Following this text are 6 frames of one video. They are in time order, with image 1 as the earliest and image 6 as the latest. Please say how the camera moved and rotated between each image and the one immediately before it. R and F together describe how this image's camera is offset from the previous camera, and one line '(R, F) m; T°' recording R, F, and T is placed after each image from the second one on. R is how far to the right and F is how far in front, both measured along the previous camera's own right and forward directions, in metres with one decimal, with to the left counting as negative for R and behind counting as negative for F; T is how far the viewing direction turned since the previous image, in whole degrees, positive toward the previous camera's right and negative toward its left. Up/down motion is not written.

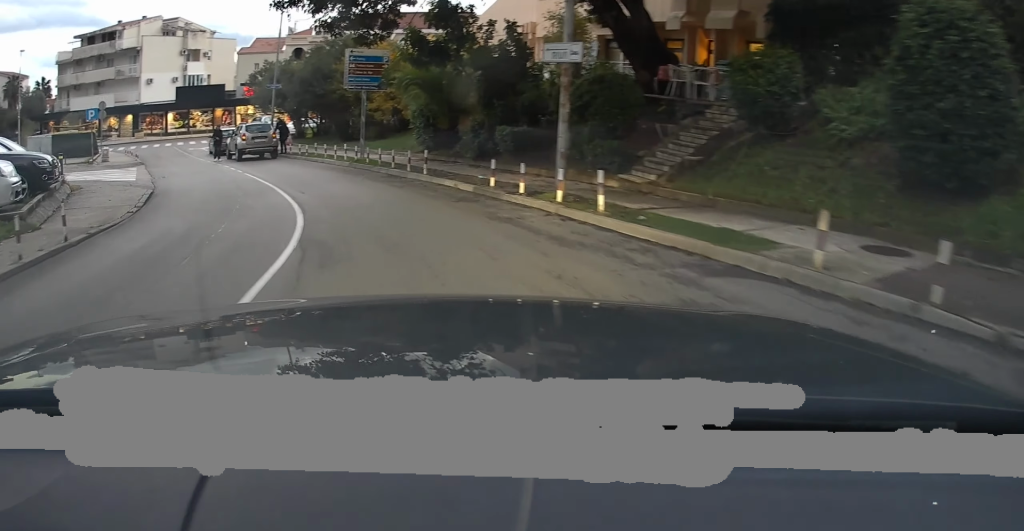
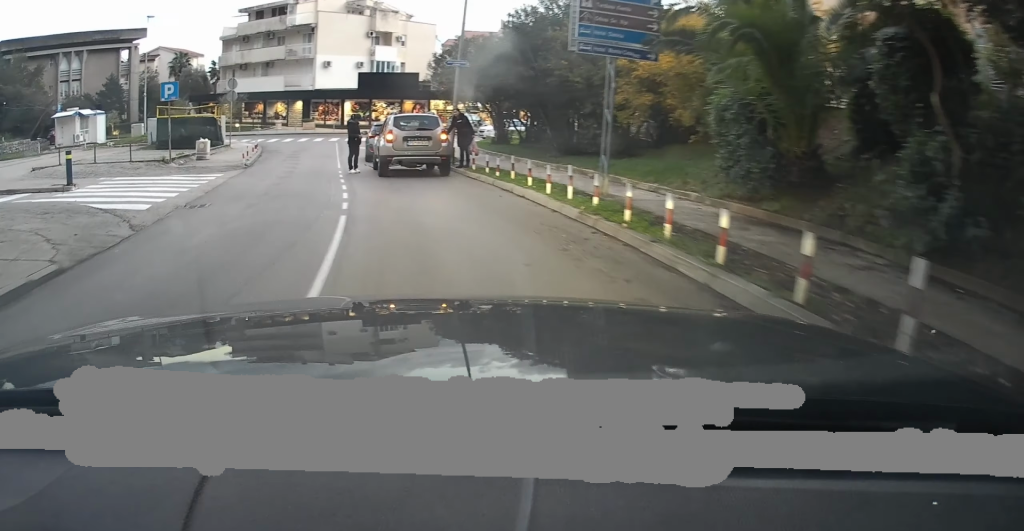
(-1.9, +11.9) m; -17°
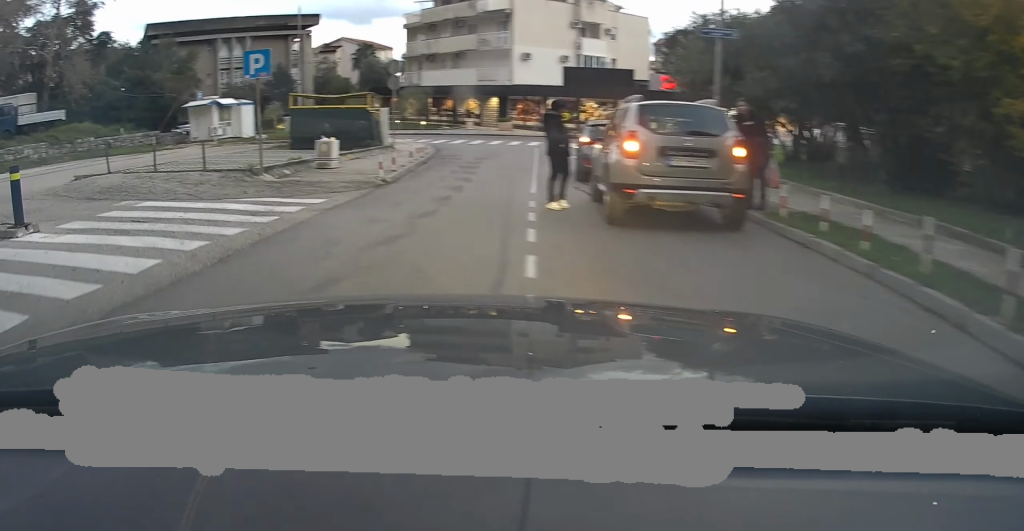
(-0.9, +8.5) m; -19°
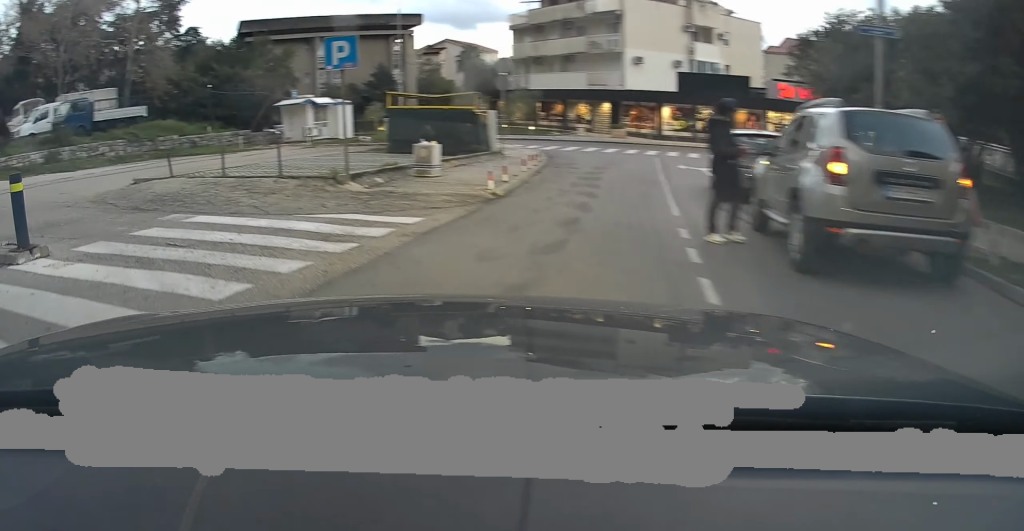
(0.0, +2.4) m; -9°
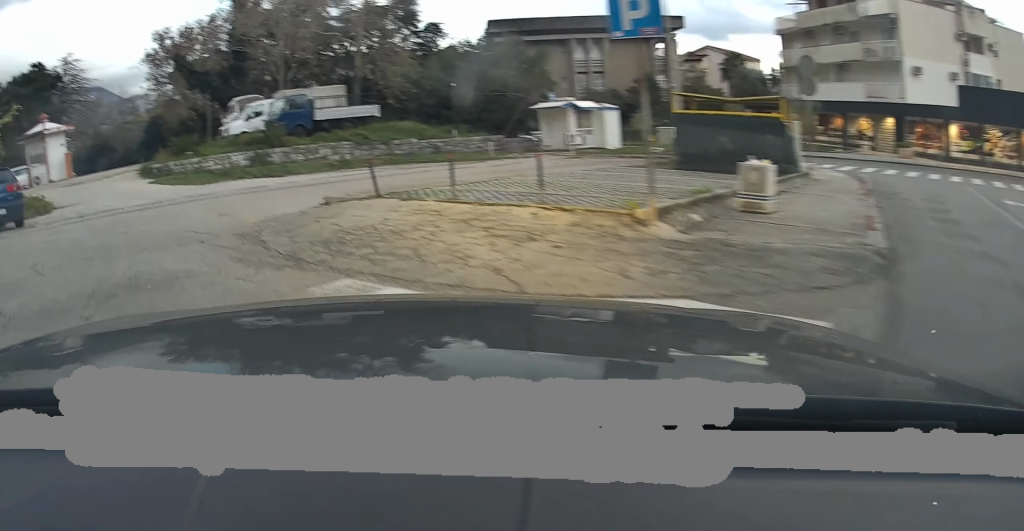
(-1.0, +4.7) m; -21°
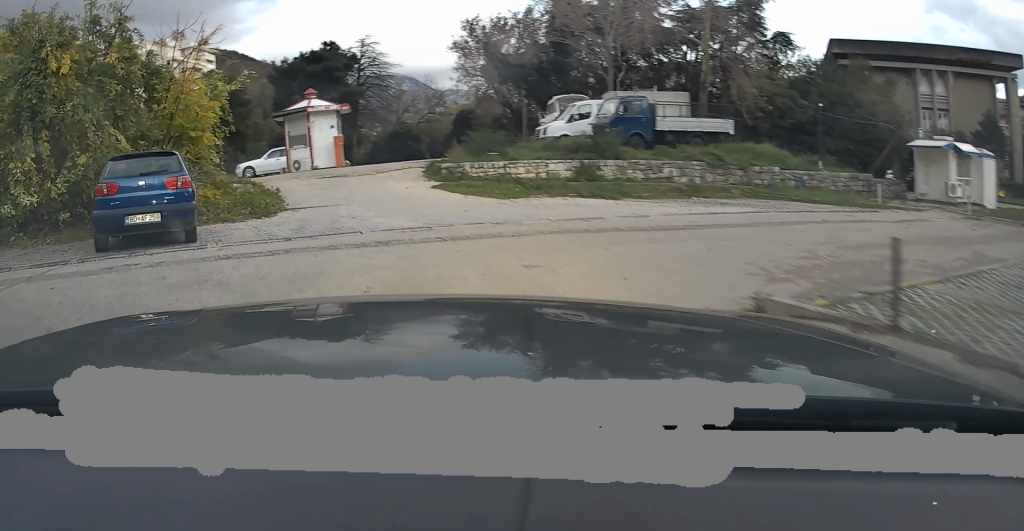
(-1.6, +6.3) m; -28°
